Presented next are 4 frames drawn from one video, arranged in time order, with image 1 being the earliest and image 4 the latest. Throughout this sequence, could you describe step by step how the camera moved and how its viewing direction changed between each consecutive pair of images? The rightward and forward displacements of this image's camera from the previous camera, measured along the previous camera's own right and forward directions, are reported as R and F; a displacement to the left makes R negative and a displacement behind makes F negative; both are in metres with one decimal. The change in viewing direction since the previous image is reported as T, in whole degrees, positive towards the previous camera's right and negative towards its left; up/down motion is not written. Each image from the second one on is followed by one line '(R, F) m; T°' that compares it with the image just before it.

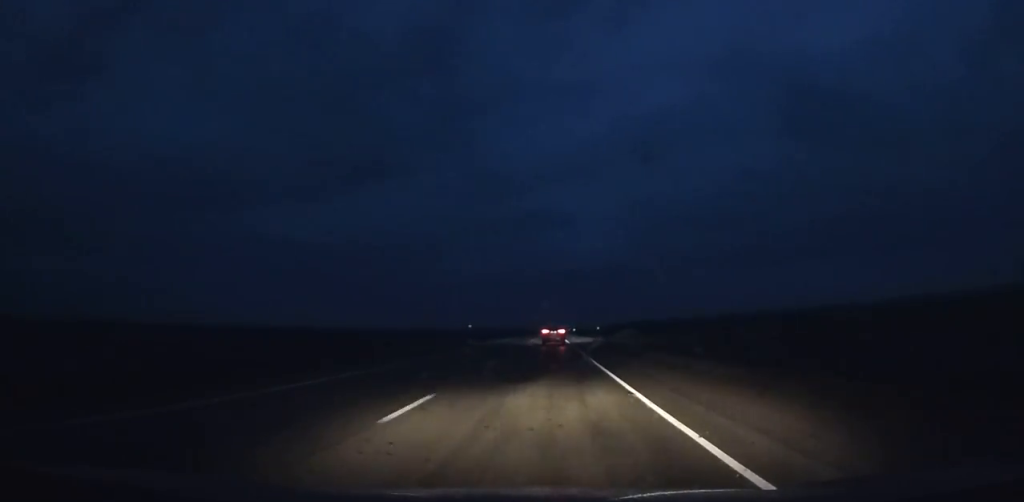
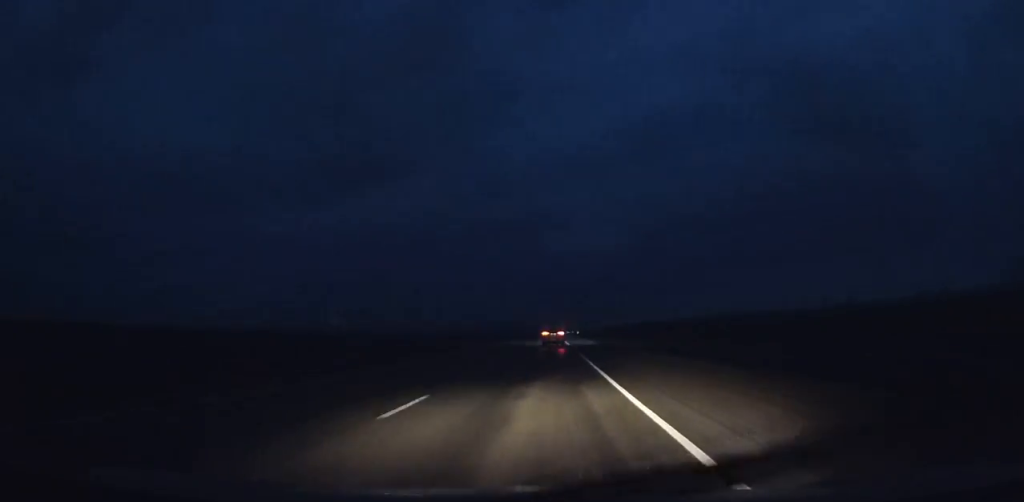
(0.0, +48.1) m; 0°
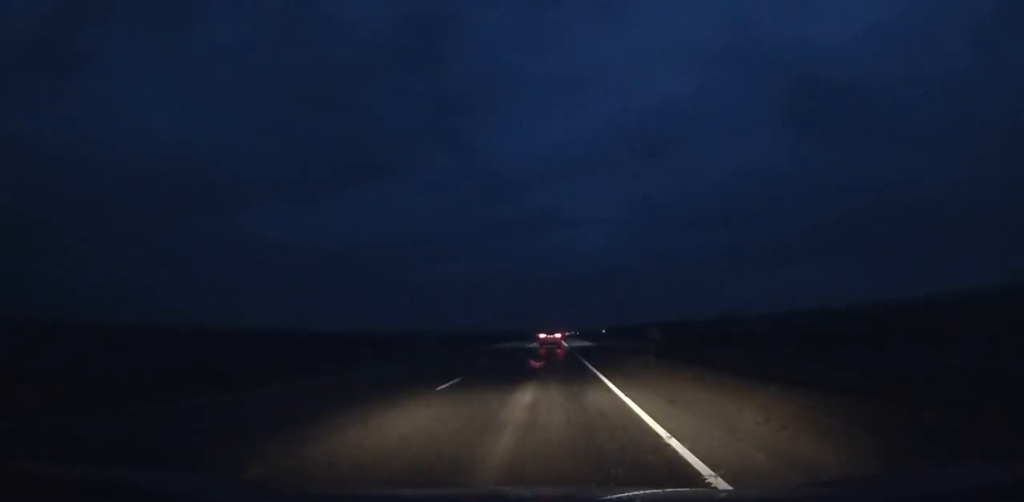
(+0.1, +43.5) m; 0°
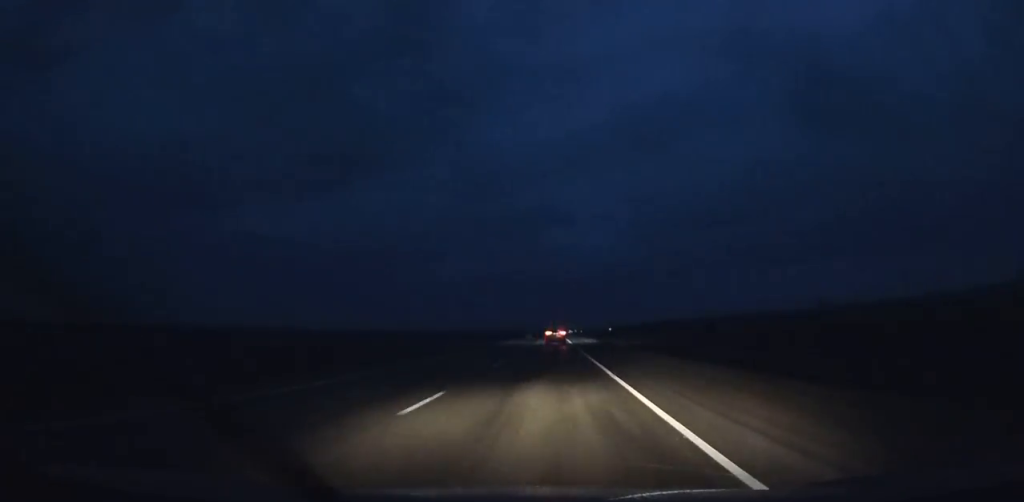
(-0.6, +88.4) m; 0°
